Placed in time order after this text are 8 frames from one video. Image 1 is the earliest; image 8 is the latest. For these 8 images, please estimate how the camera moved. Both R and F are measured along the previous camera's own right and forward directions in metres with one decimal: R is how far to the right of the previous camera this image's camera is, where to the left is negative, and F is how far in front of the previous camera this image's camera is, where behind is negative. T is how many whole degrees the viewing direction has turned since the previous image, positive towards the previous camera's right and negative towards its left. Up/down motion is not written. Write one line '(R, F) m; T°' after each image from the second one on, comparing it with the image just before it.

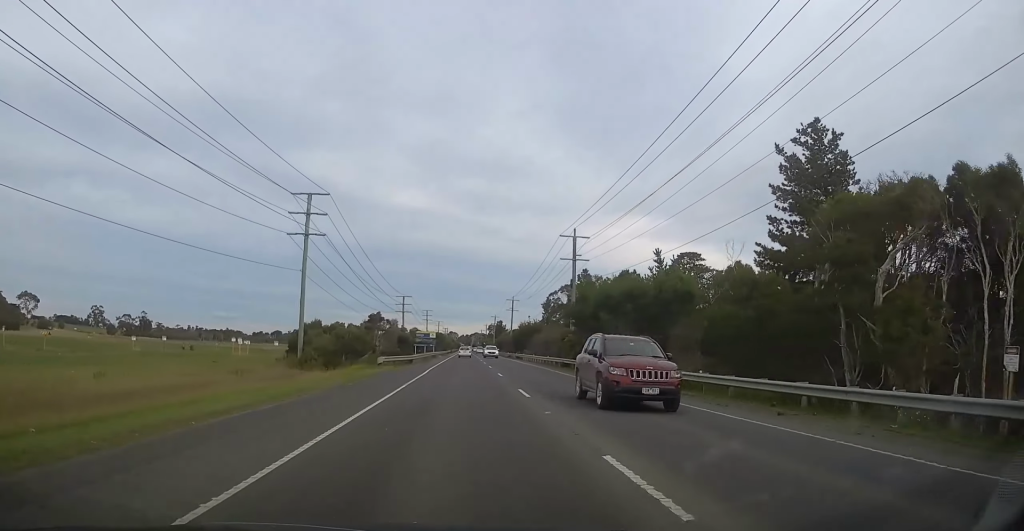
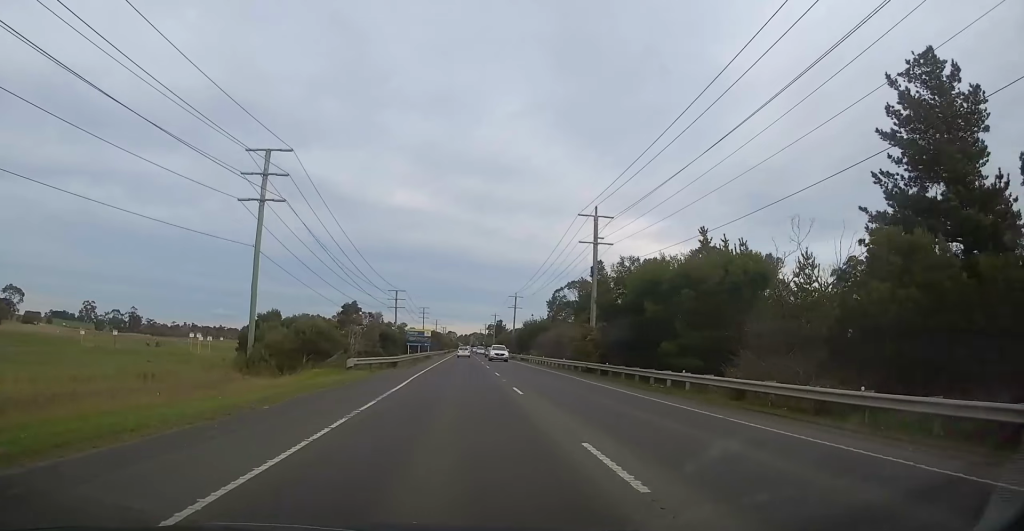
(-0.2, +10.5) m; 0°
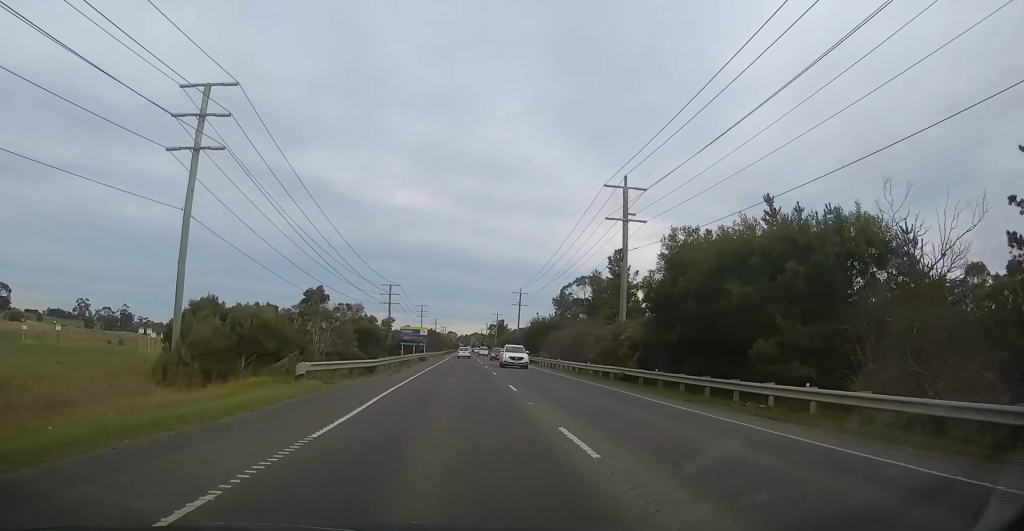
(+0.3, +10.3) m; 0°
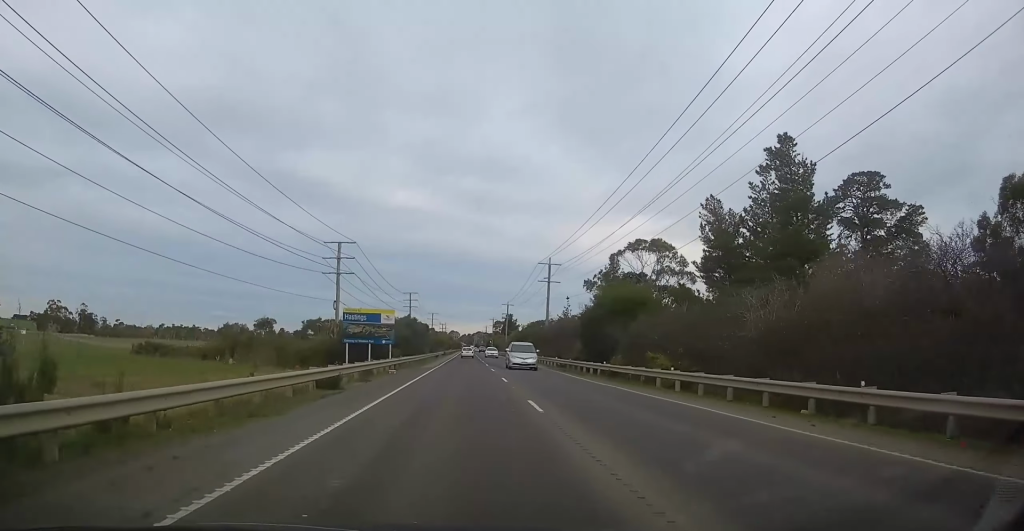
(-0.3, +41.0) m; 0°
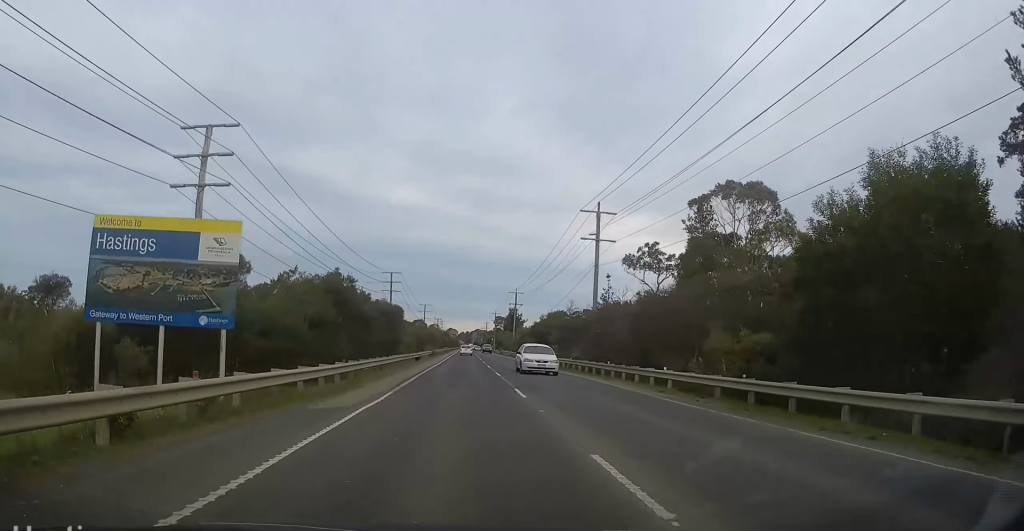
(+0.4, +32.2) m; 0°
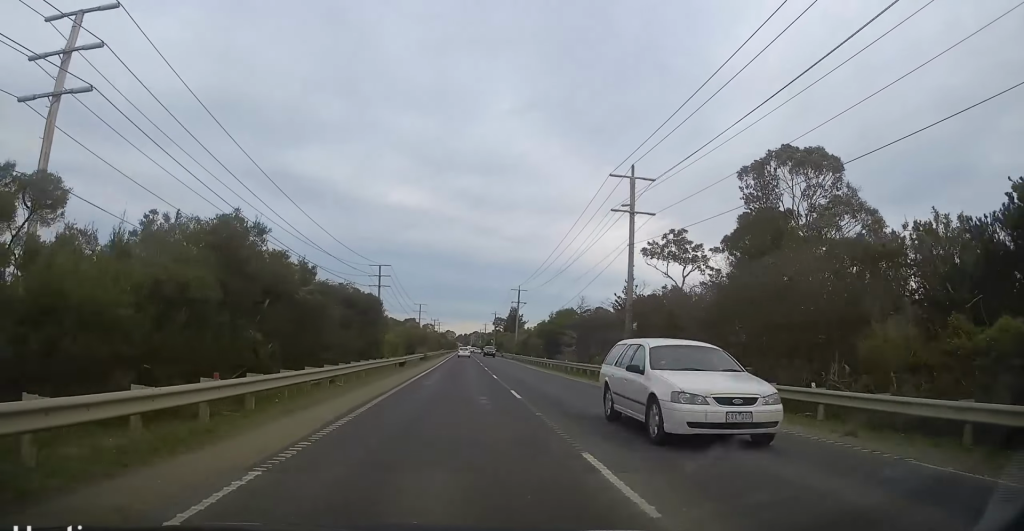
(-0.3, +11.4) m; 0°
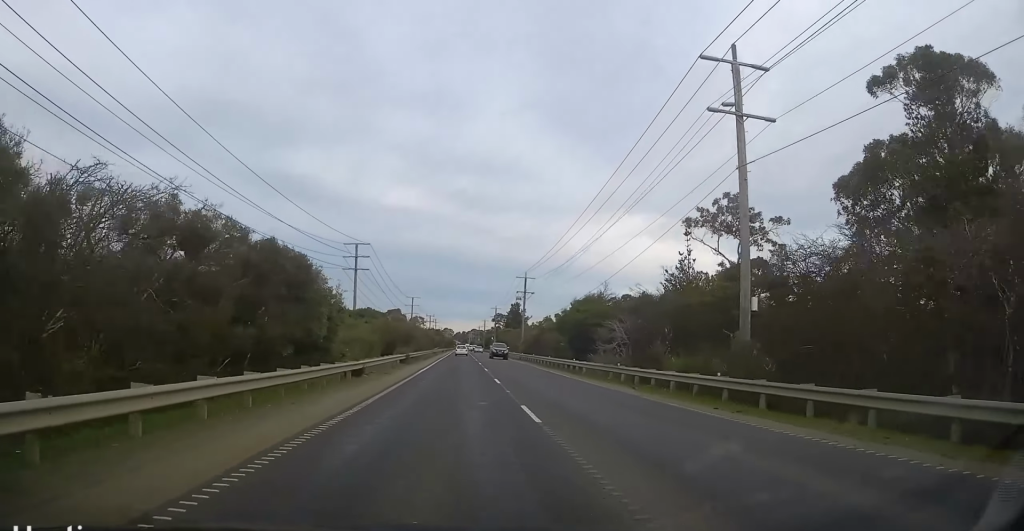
(+0.3, +17.6) m; 0°
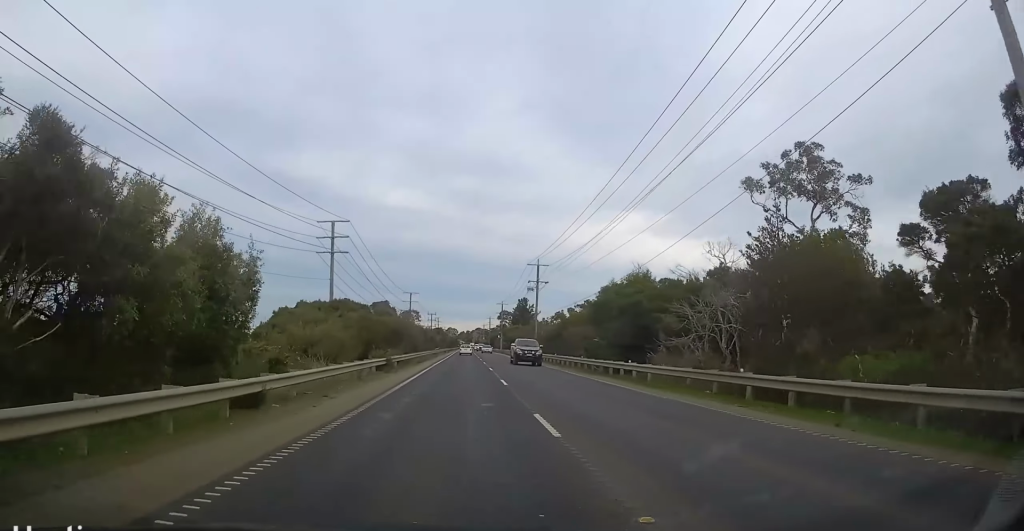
(+0.2, +13.5) m; 0°
